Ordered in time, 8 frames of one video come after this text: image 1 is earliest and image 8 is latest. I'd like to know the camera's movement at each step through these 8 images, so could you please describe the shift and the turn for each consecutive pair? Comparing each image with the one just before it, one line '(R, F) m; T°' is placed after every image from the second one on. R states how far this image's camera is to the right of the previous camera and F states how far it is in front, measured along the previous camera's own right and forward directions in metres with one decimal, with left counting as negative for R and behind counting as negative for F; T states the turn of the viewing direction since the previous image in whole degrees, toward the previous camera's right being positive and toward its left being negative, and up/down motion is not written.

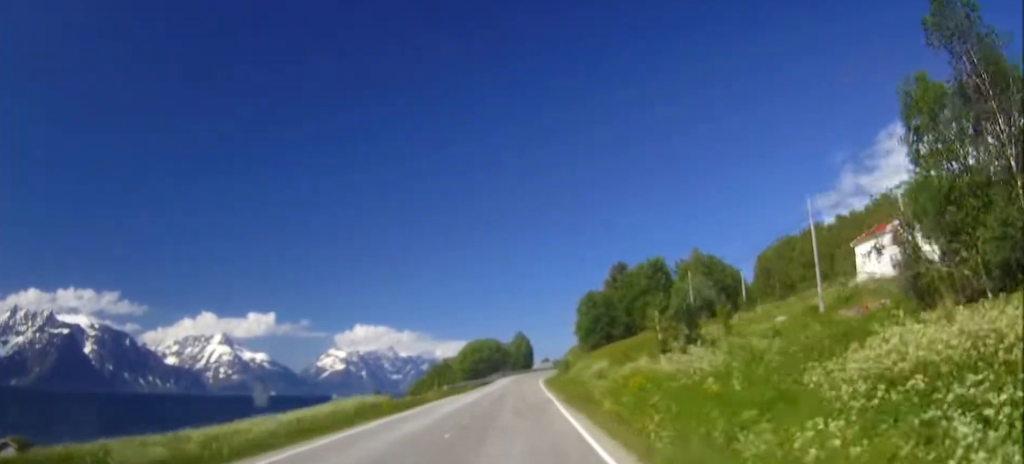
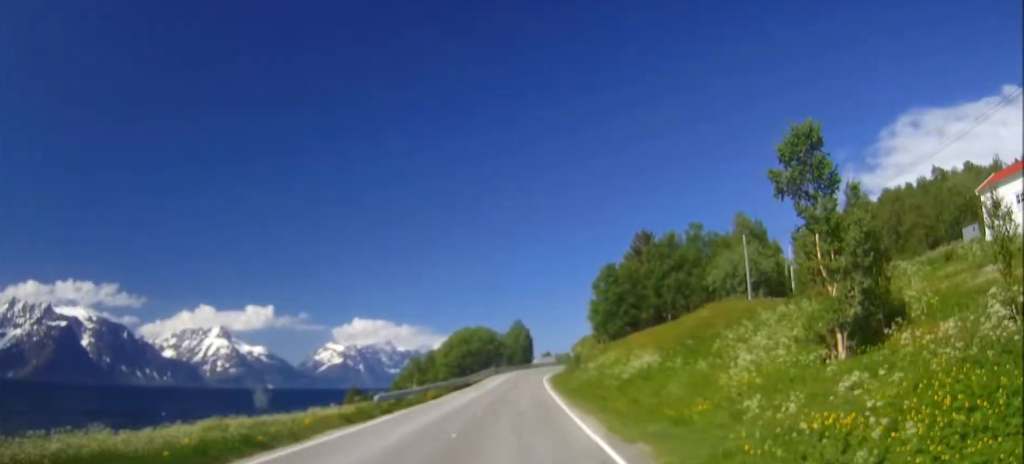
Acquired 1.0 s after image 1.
(0.0, +23.7) m; 0°
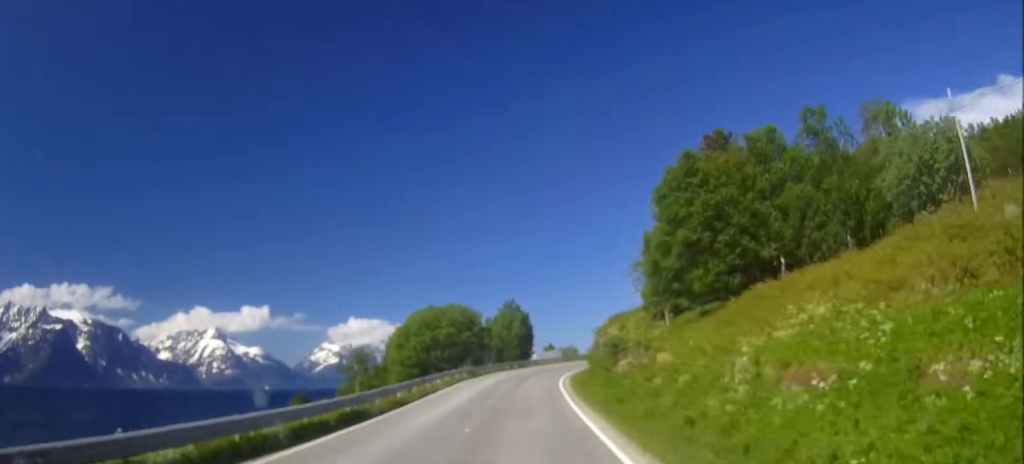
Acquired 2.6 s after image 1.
(+0.3, +38.3) m; +1°
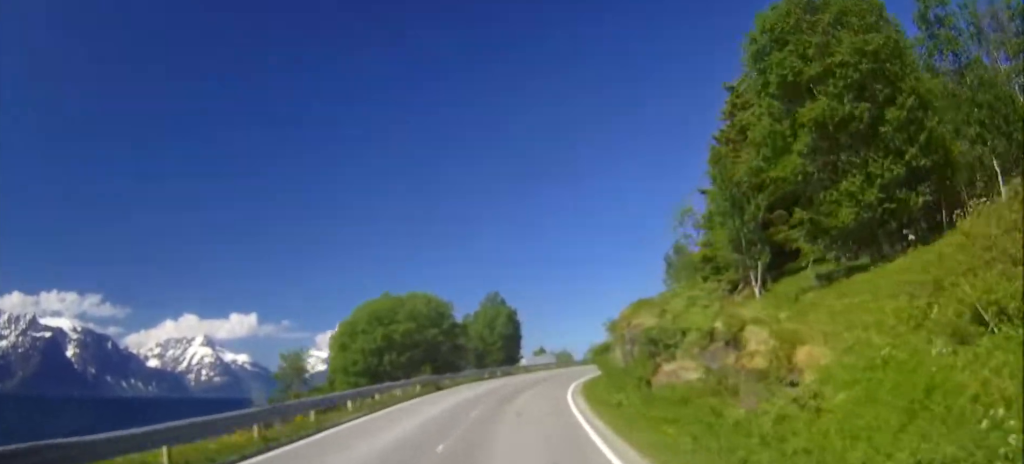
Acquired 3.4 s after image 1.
(0.0, +18.5) m; 0°
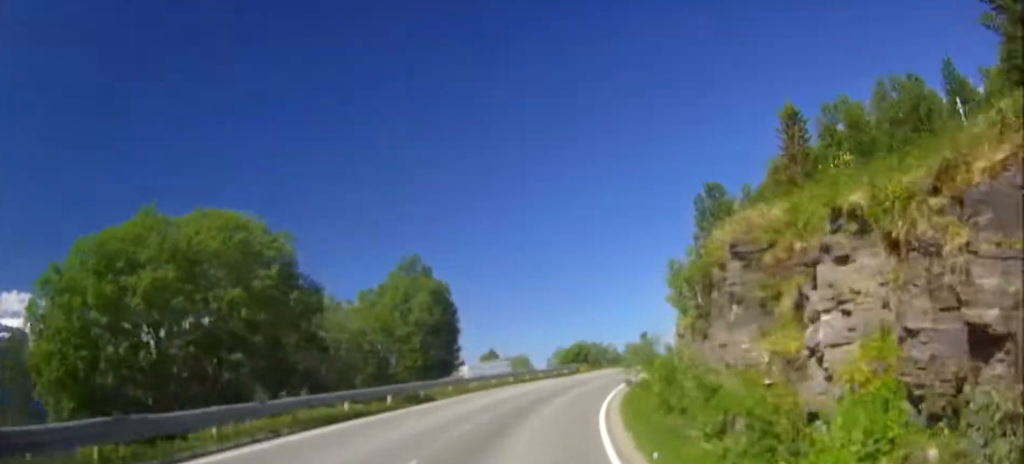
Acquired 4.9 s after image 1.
(+0.8, +32.7) m; +5°
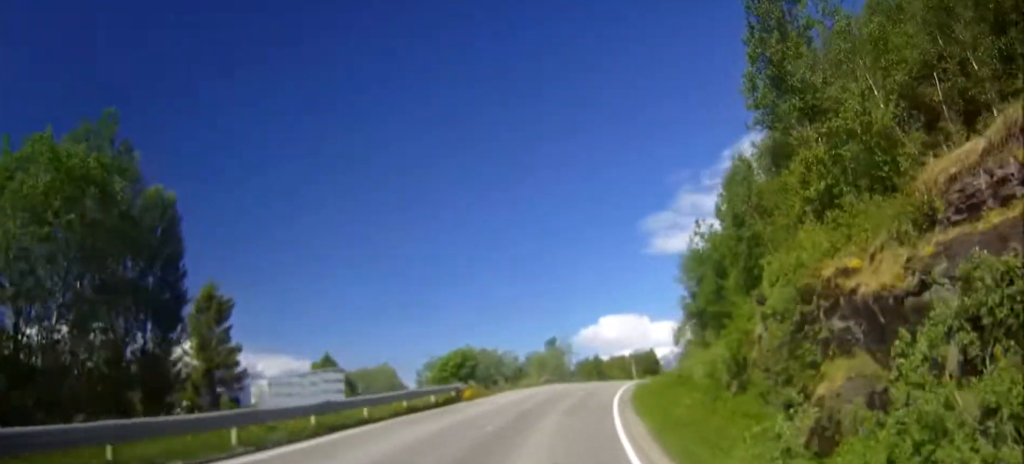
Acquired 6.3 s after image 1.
(+2.1, +31.4) m; +12°
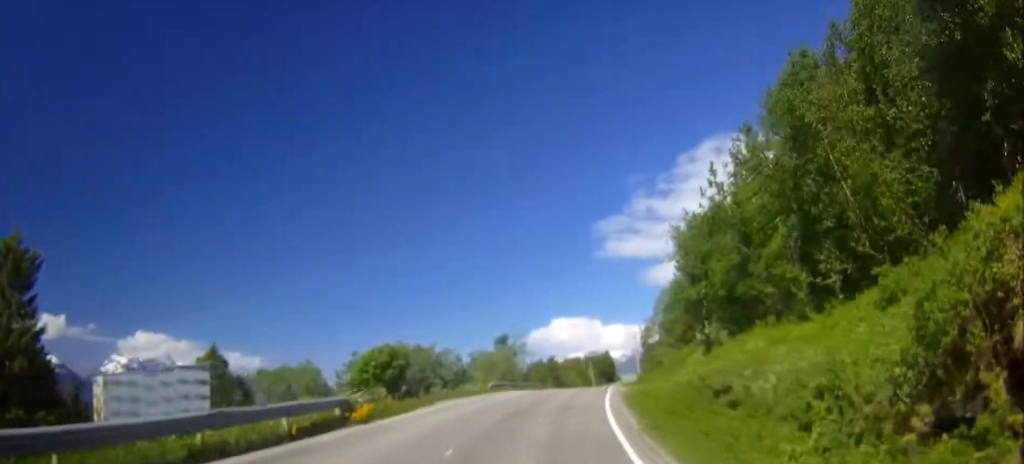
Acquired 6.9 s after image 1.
(+1.3, +13.4) m; +5°
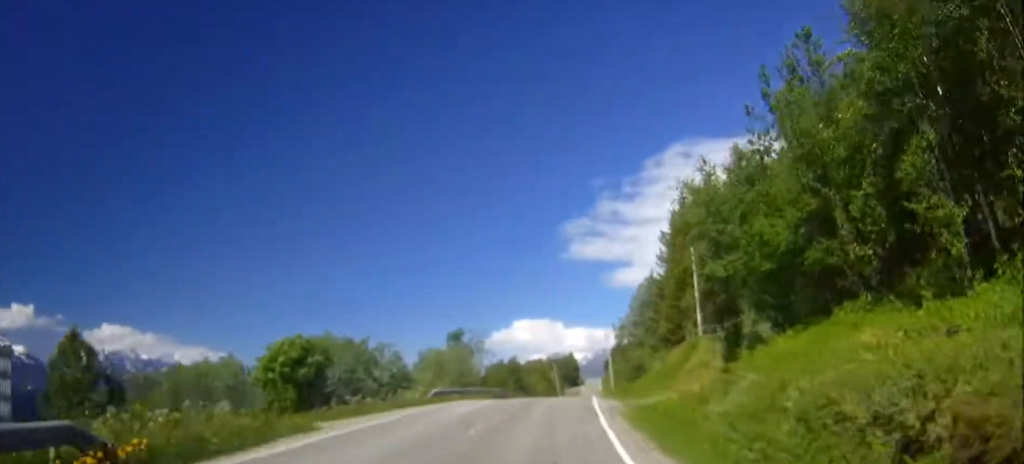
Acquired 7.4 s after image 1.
(+0.8, +12.0) m; +4°
